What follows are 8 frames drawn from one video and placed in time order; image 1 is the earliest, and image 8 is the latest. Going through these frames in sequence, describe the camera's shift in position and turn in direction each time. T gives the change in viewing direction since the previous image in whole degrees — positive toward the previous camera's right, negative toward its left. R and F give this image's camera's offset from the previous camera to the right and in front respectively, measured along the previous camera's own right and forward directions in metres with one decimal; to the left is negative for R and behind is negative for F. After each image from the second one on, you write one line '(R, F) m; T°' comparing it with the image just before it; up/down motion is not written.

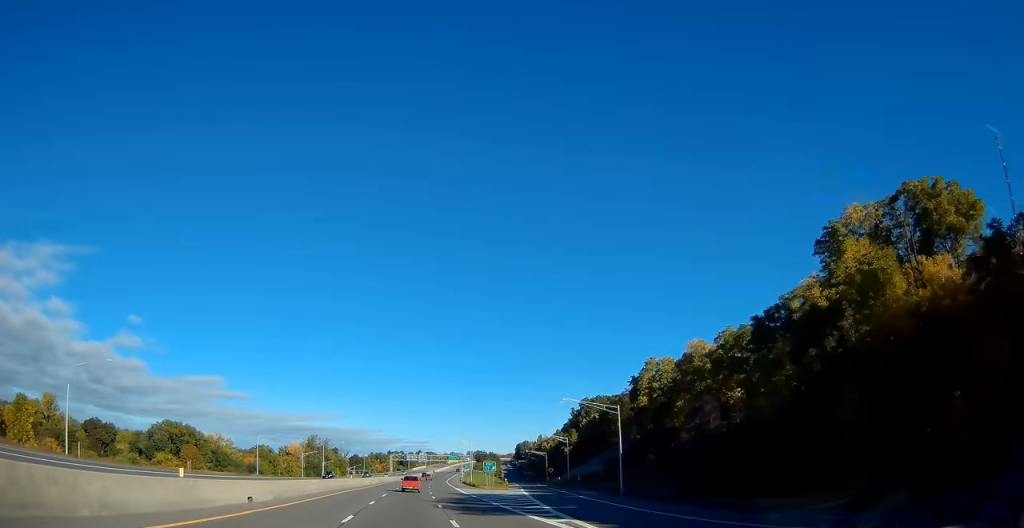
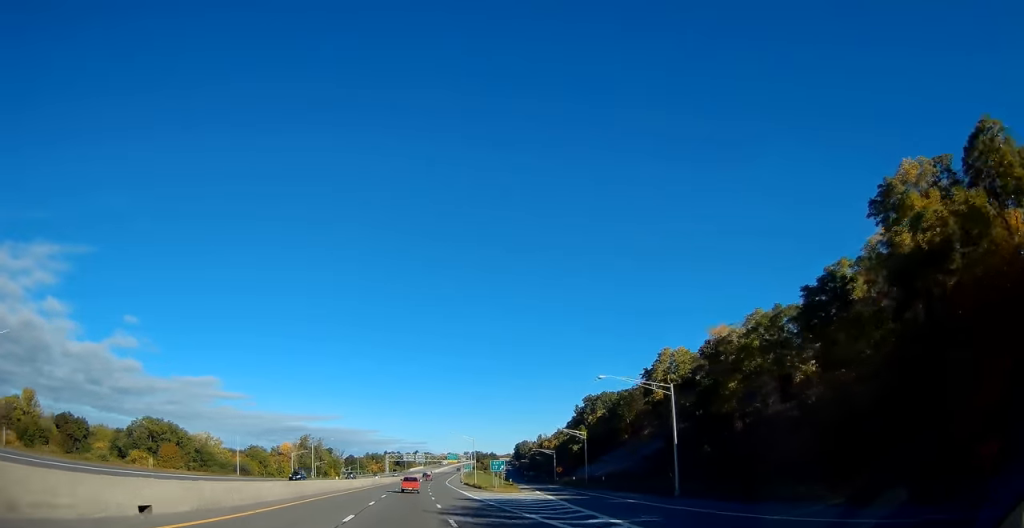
(+0.1, +11.9) m; 0°
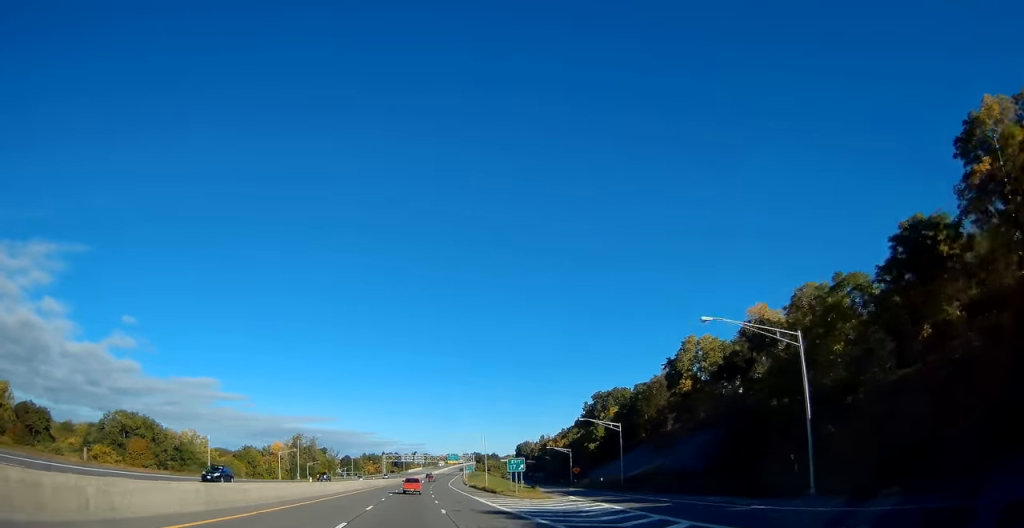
(0.0, +15.2) m; 0°
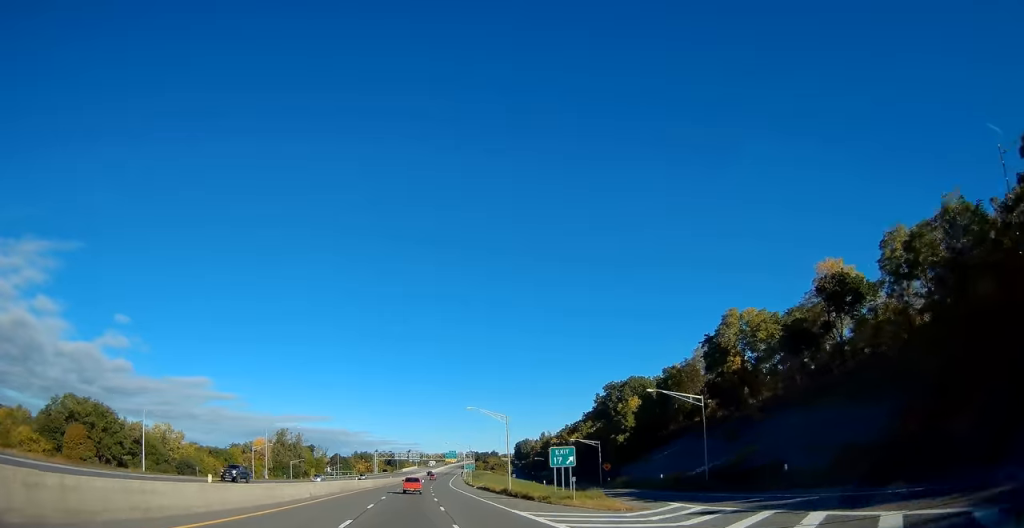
(0.0, +22.8) m; +1°
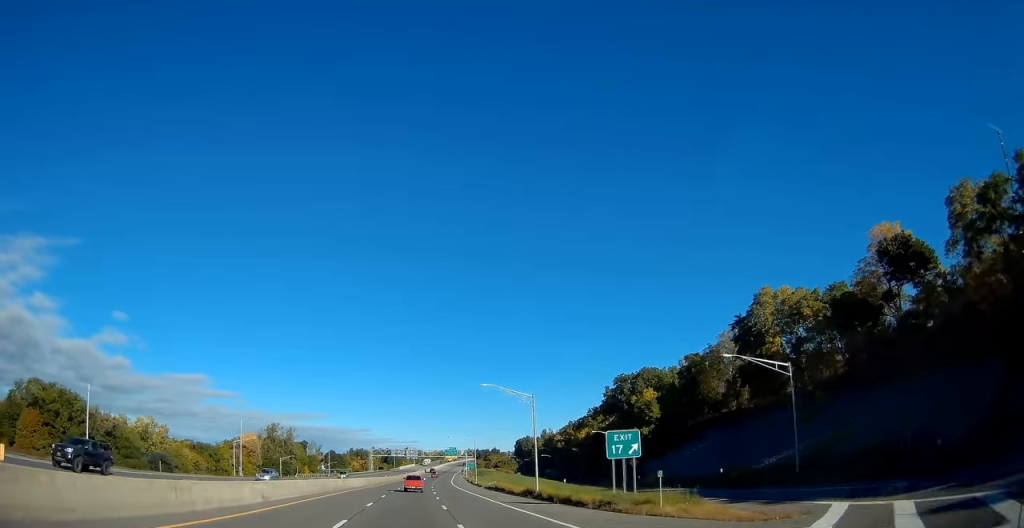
(+0.1, +13.0) m; 0°
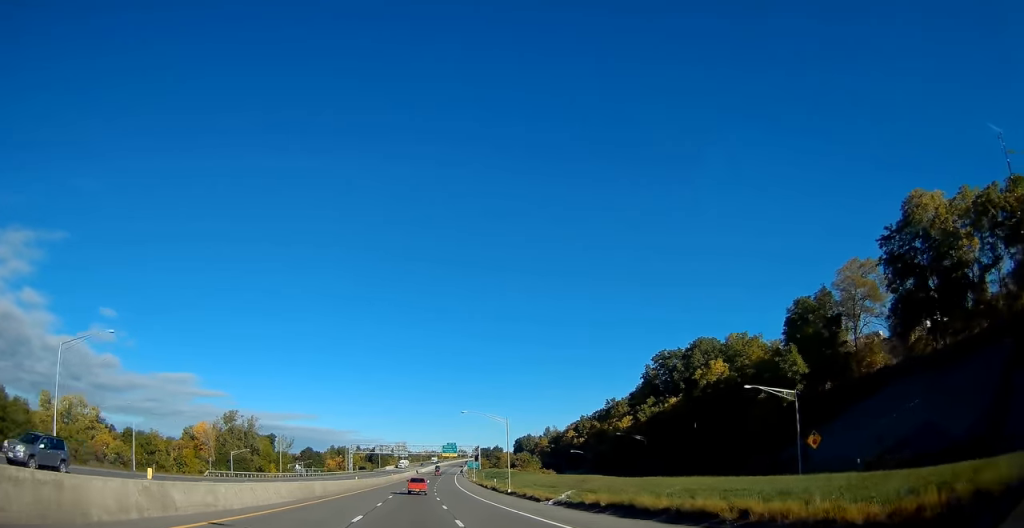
(+0.1, +45.4) m; 0°
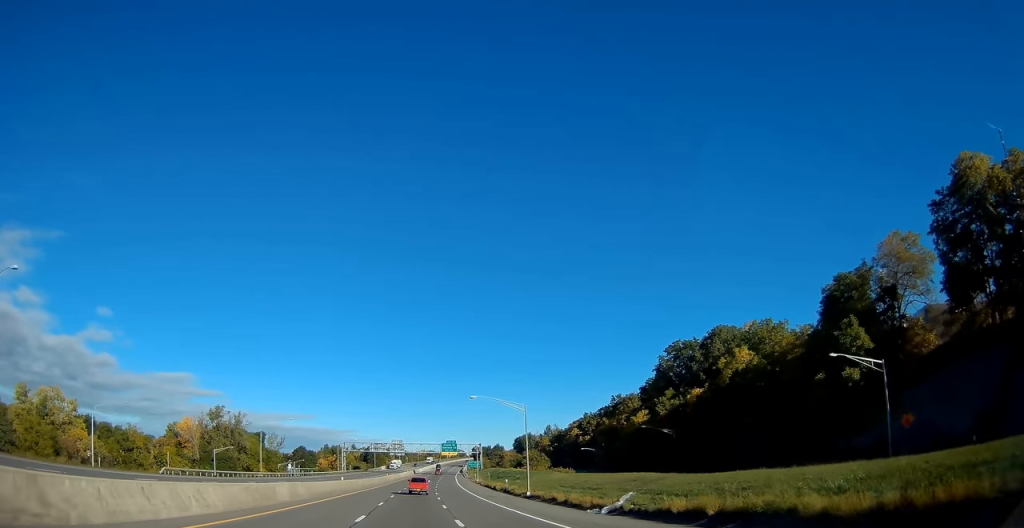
(0.0, +11.9) m; 0°
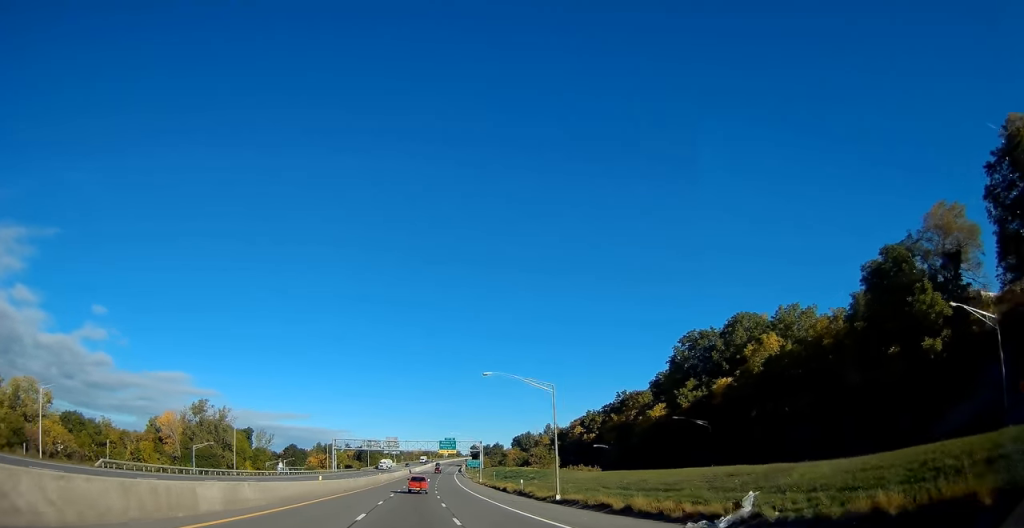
(+0.1, +11.9) m; 0°
